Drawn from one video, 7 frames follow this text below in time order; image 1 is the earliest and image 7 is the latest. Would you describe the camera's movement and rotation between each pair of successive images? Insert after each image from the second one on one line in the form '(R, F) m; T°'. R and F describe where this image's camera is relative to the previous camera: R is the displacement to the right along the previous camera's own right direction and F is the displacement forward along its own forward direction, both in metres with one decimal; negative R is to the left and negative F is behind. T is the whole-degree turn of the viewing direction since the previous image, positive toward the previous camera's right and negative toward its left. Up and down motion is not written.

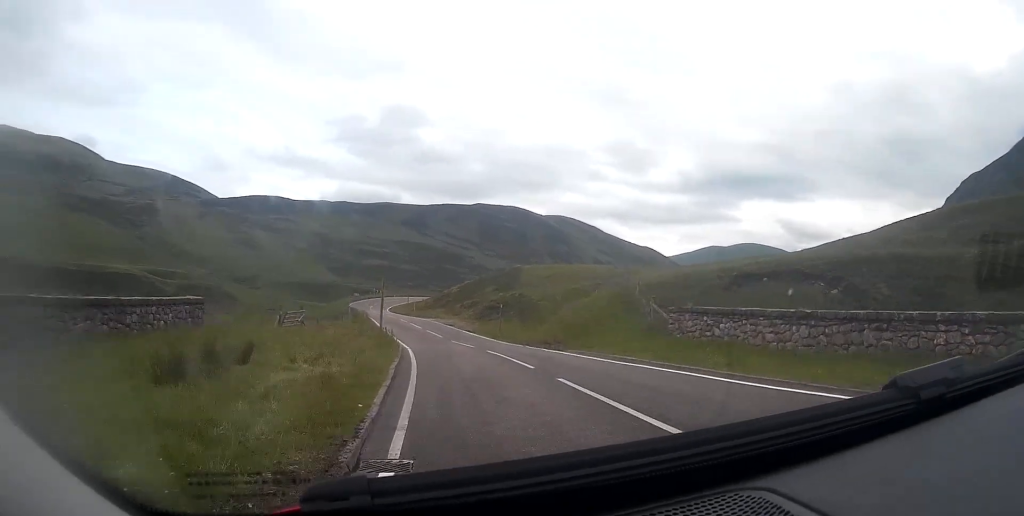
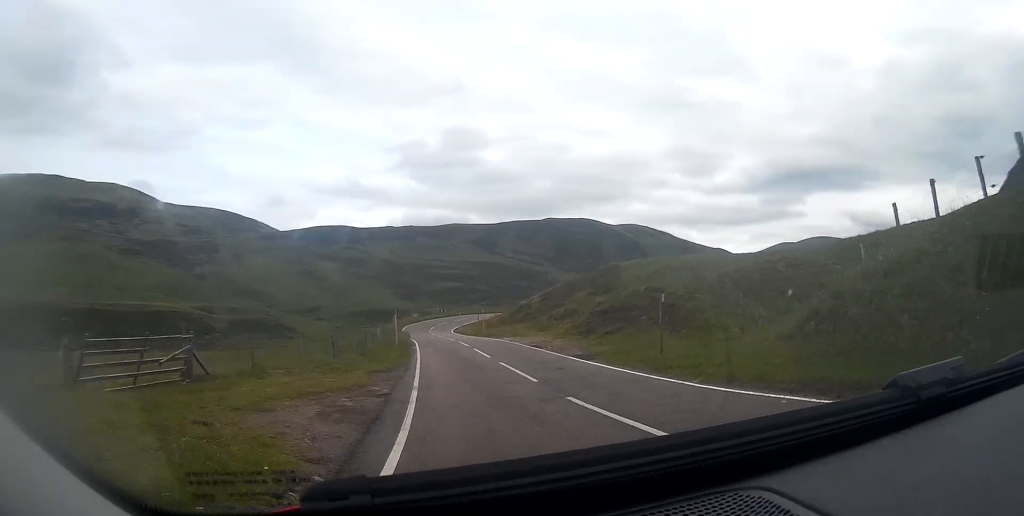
(-1.8, +19.4) m; -8°
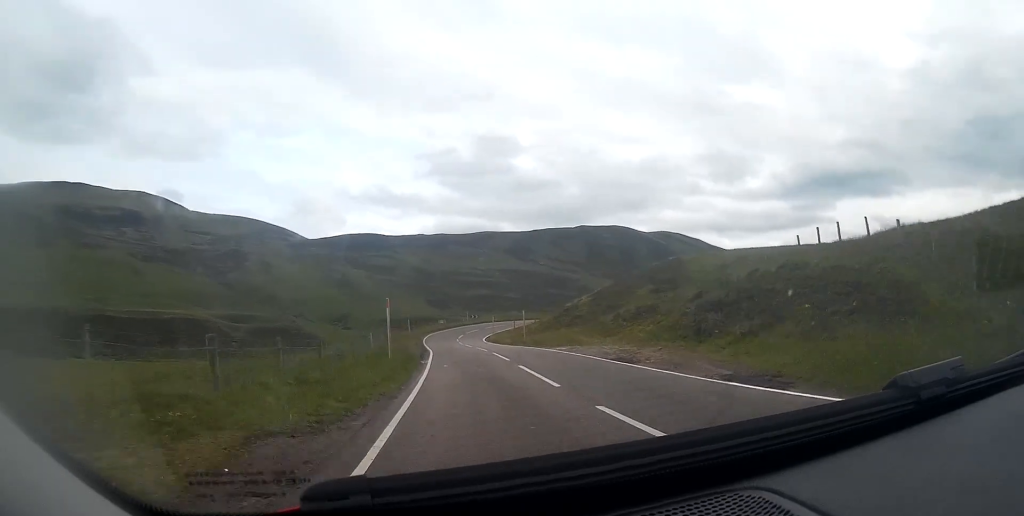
(-0.4, +12.2) m; -3°
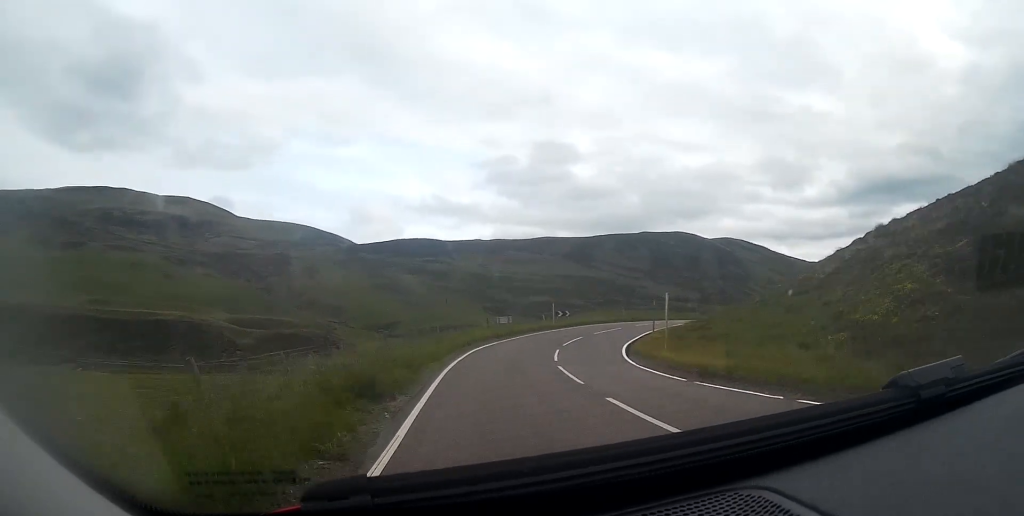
(-2.2, +44.5) m; -3°
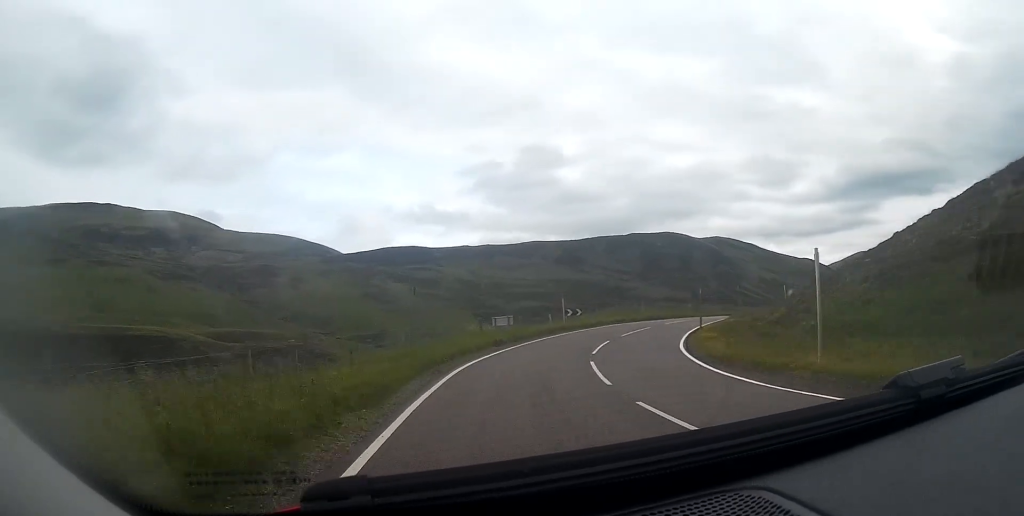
(+0.1, +10.3) m; +4°
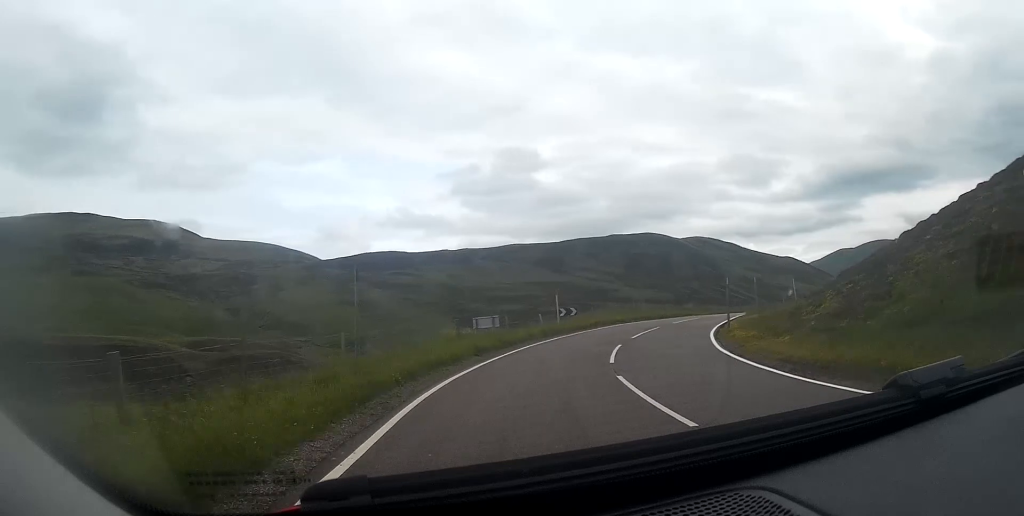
(-0.1, +5.8) m; +3°
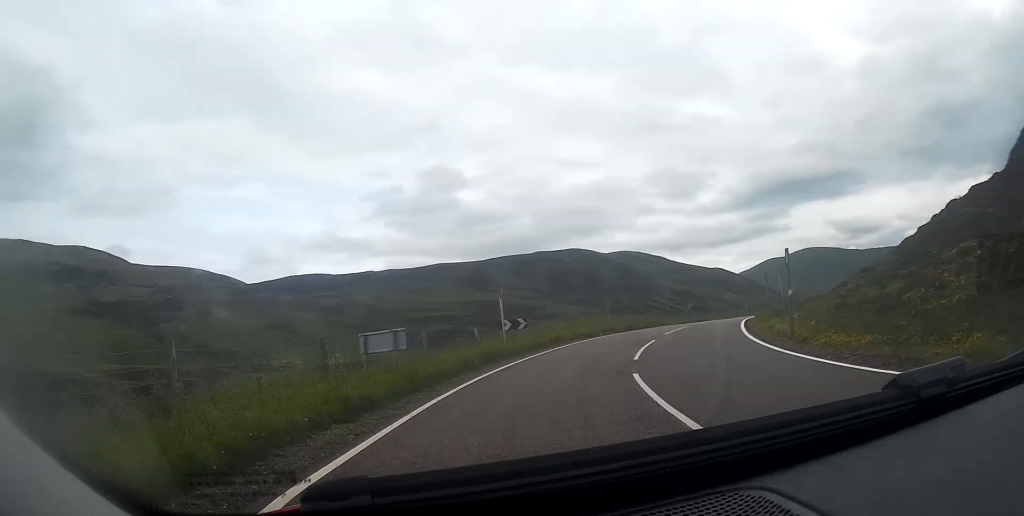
(+0.7, +10.3) m; +7°
